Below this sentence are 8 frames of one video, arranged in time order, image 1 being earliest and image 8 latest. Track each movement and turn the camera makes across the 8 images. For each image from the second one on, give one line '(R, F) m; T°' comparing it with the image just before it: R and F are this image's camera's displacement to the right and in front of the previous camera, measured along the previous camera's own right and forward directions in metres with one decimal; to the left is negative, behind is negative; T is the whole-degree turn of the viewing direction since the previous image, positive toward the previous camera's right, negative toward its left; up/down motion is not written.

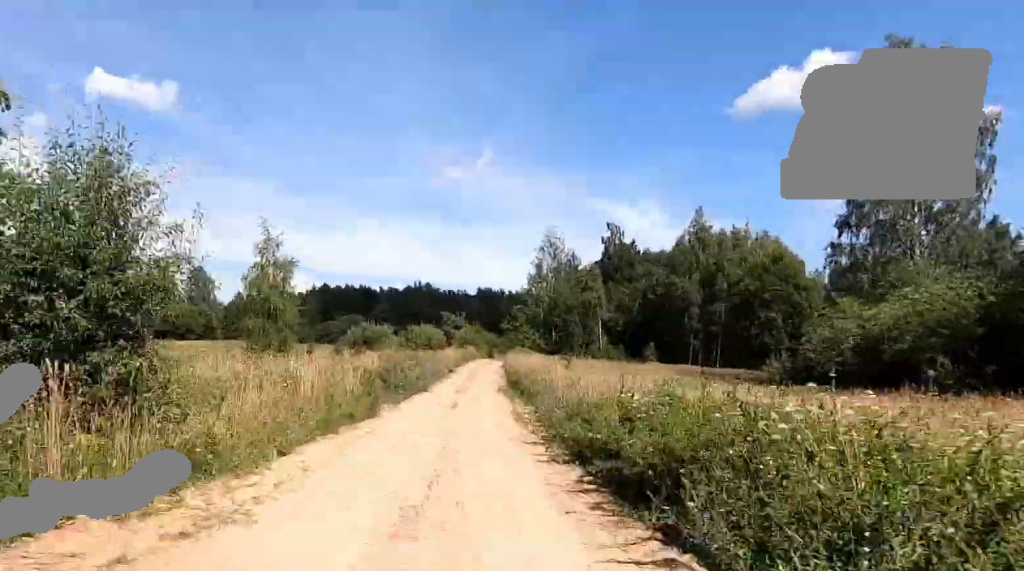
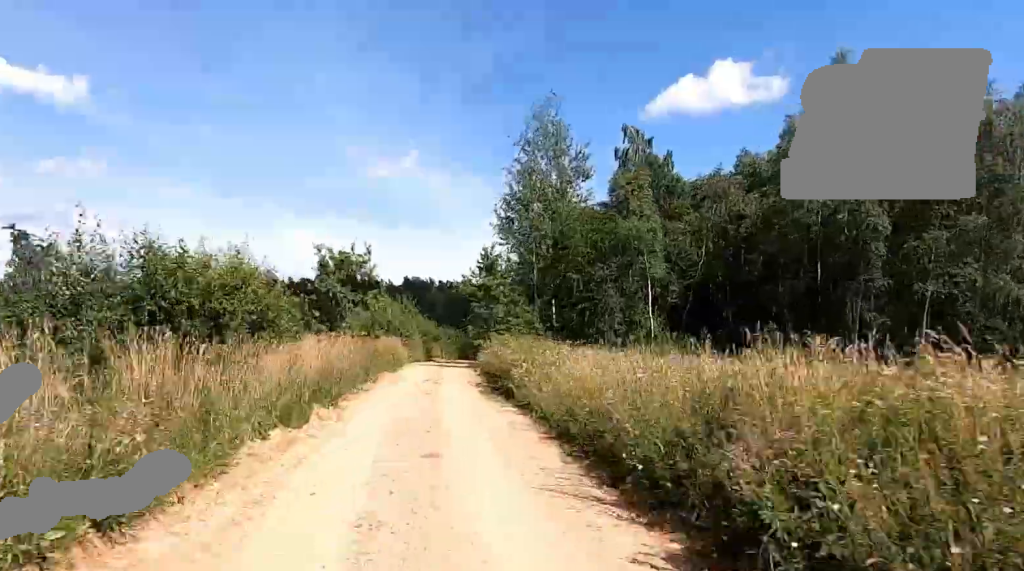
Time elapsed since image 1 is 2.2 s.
(0.0, +39.6) m; 0°
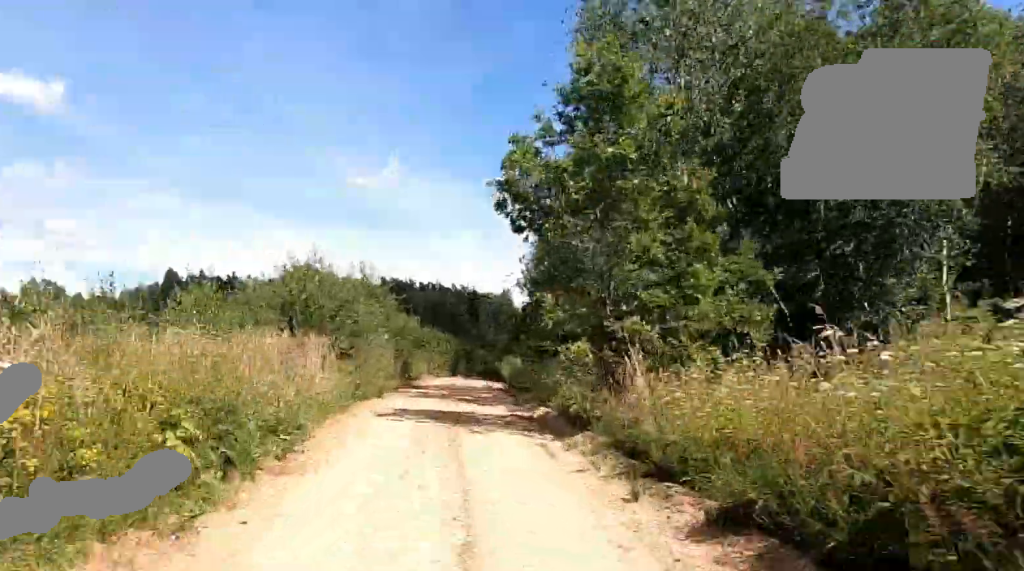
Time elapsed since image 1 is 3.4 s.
(0.0, +22.4) m; 0°
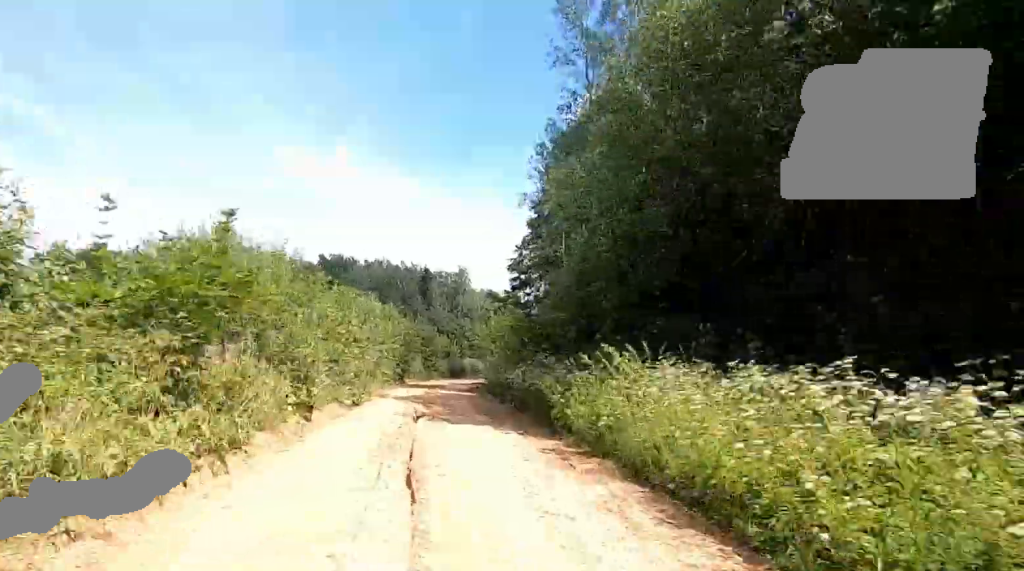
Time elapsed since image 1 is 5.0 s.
(0.0, +28.0) m; 0°
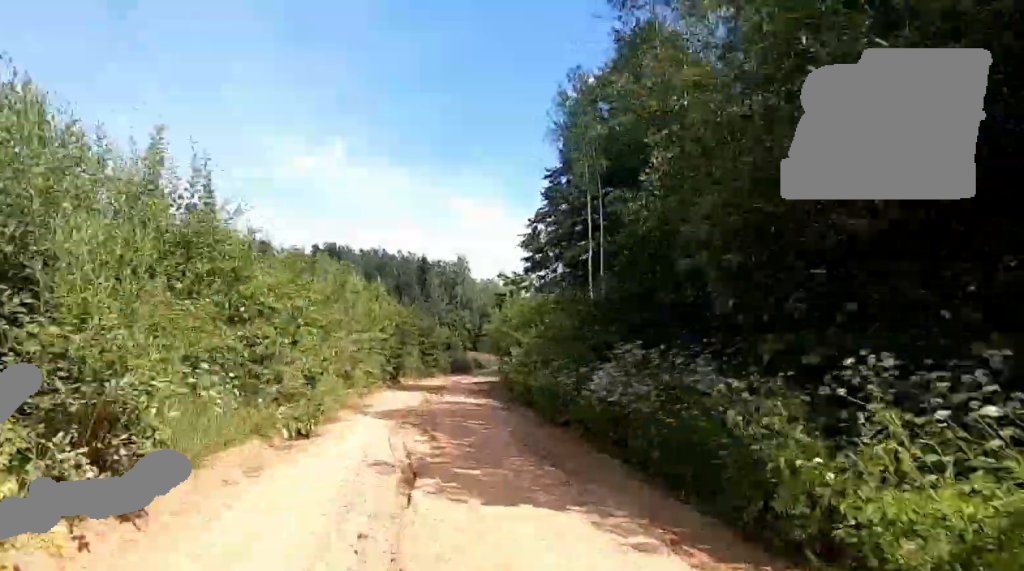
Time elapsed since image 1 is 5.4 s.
(0.0, +7.7) m; 0°
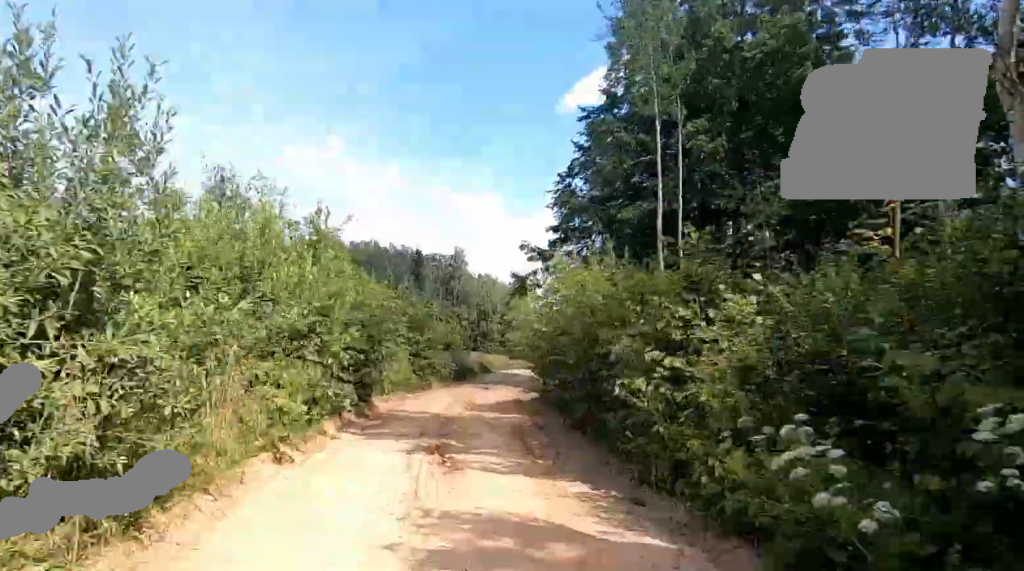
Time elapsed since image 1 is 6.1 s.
(0.0, +12.7) m; 0°
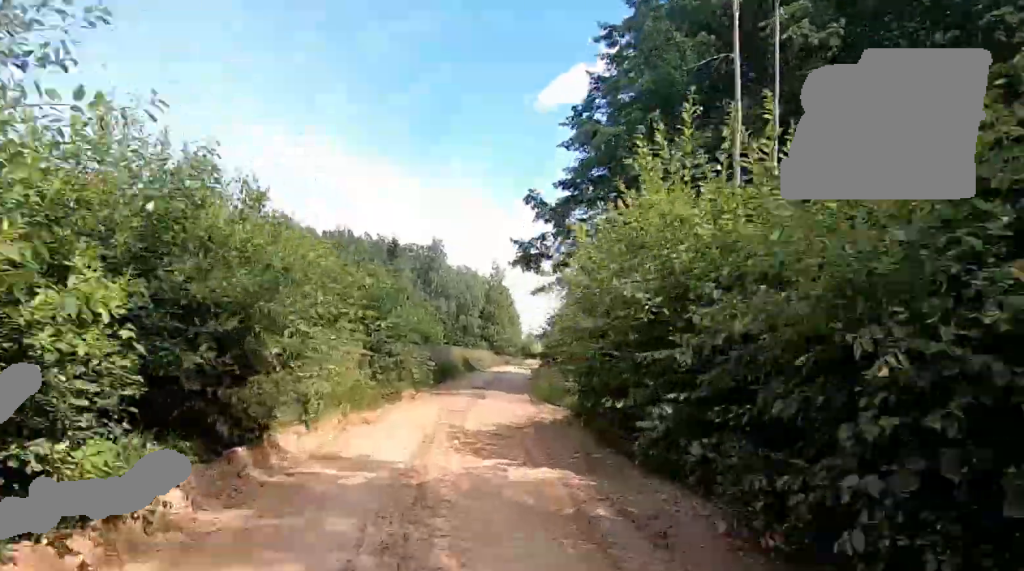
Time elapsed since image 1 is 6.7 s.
(0.0, +9.1) m; +2°
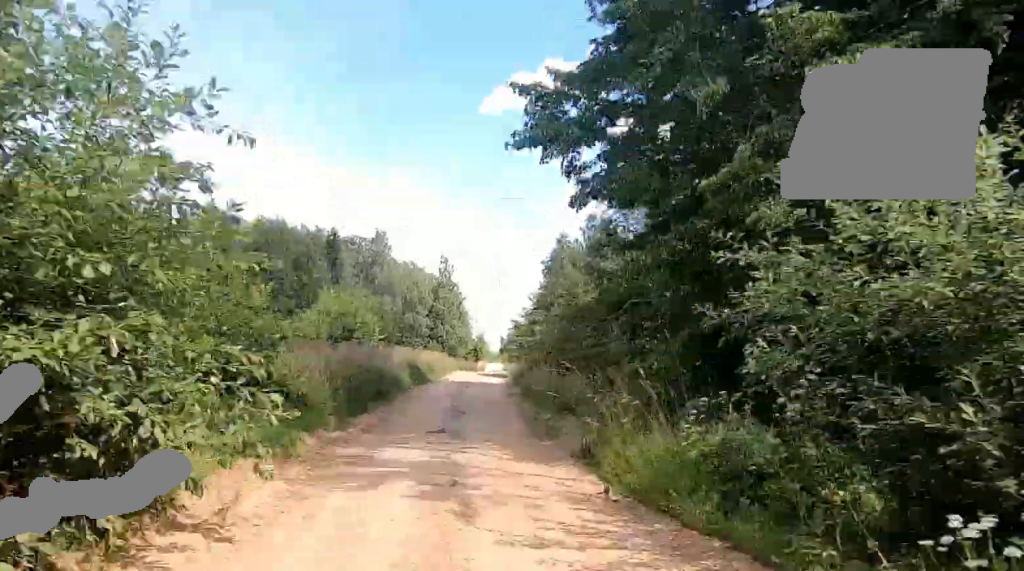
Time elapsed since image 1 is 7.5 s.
(+0.1, +14.4) m; +7°
